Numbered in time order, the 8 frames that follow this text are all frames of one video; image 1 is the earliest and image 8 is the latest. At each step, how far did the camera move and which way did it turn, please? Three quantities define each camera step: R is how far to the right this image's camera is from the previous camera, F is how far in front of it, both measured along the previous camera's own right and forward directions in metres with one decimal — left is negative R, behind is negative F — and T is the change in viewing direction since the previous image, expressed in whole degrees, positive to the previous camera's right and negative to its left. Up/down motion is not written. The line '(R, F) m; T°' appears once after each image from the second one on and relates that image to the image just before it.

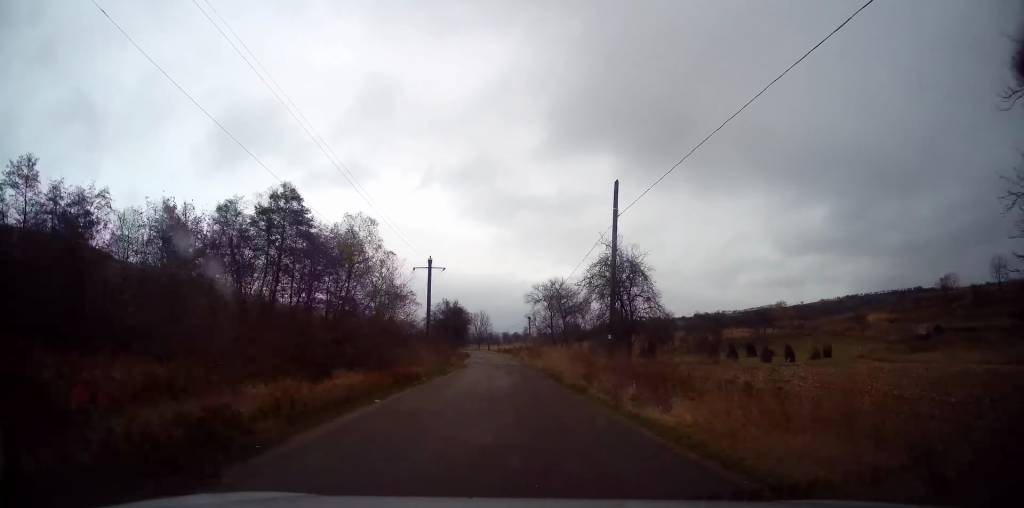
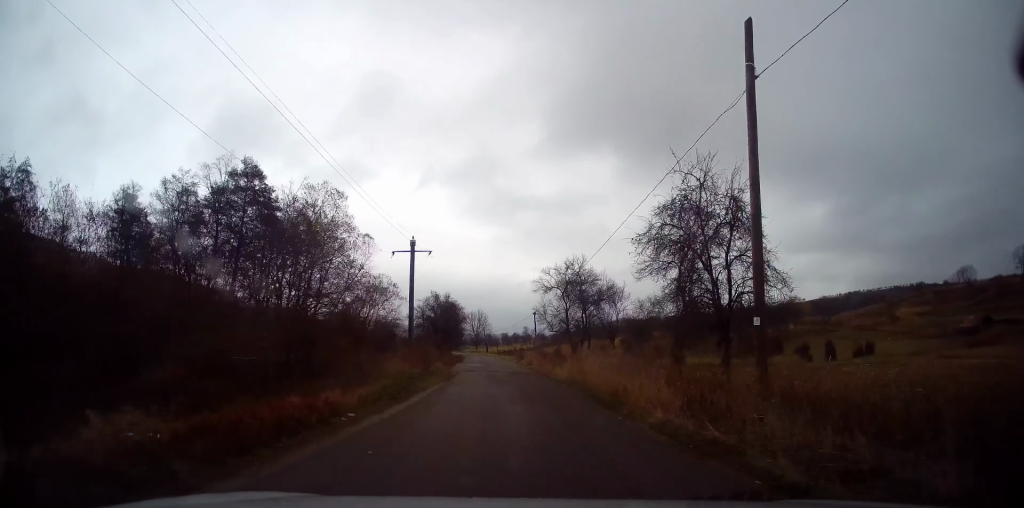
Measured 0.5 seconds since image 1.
(0.0, +10.0) m; 0°
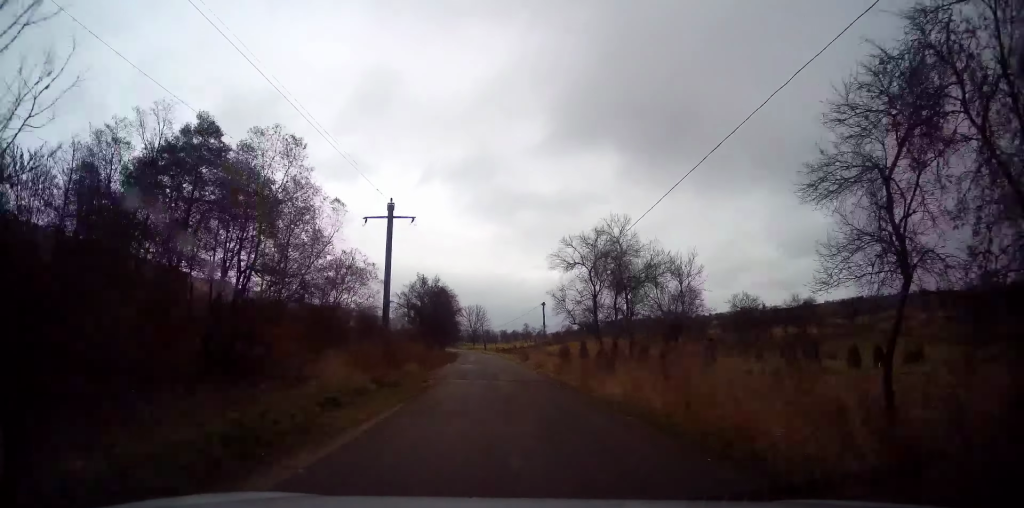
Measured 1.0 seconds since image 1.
(+0.1, +9.5) m; 0°
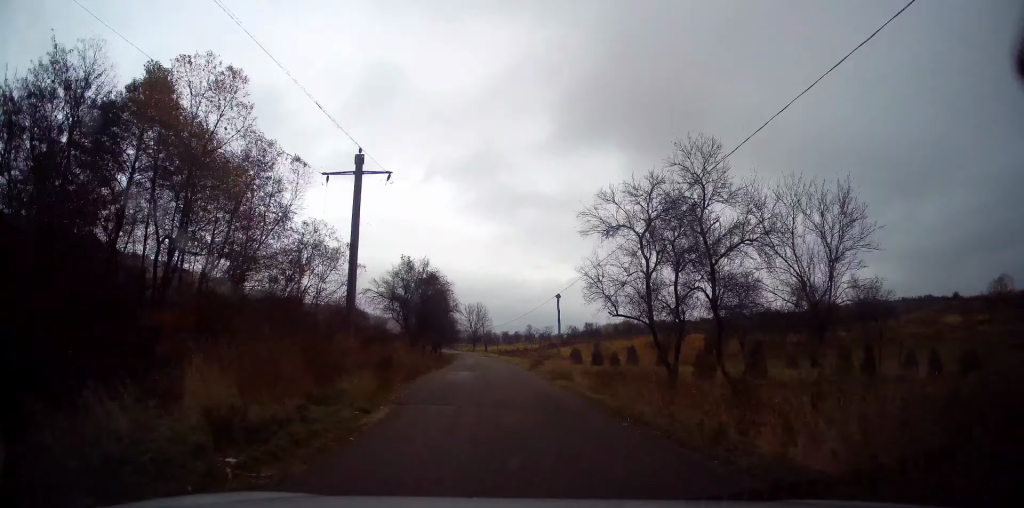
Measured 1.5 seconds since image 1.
(0.0, +8.2) m; 0°
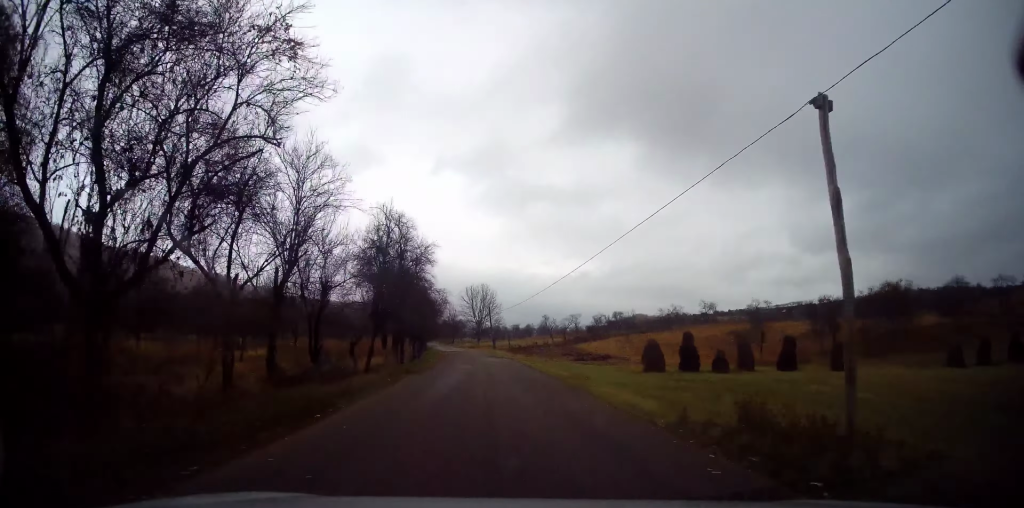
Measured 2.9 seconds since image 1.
(0.0, +28.0) m; -1°
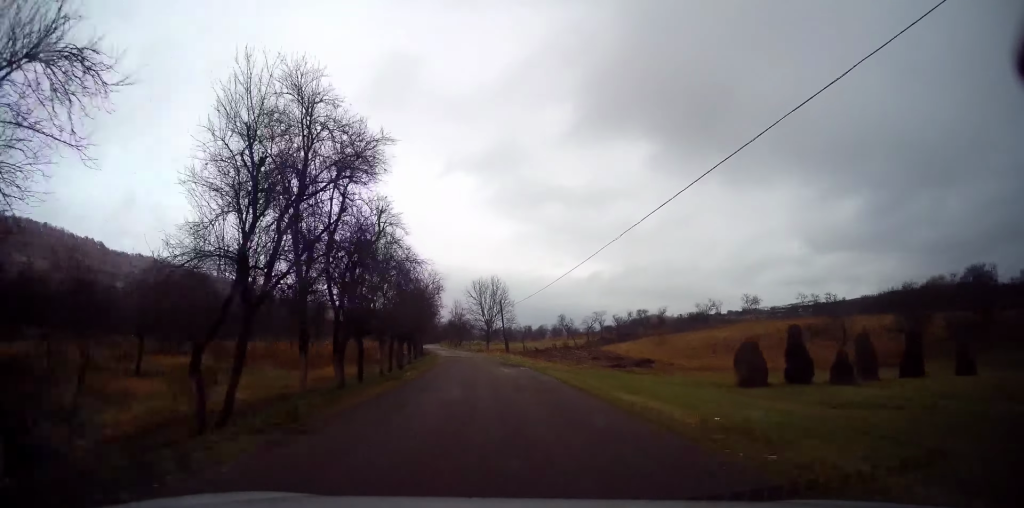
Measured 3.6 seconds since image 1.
(-0.1, +12.6) m; -1°
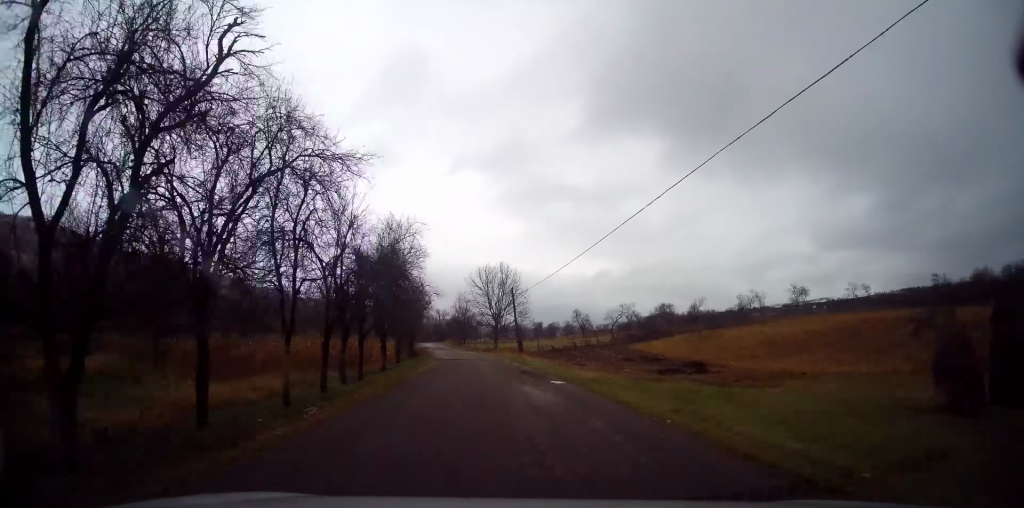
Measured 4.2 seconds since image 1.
(-0.3, +11.9) m; -1°
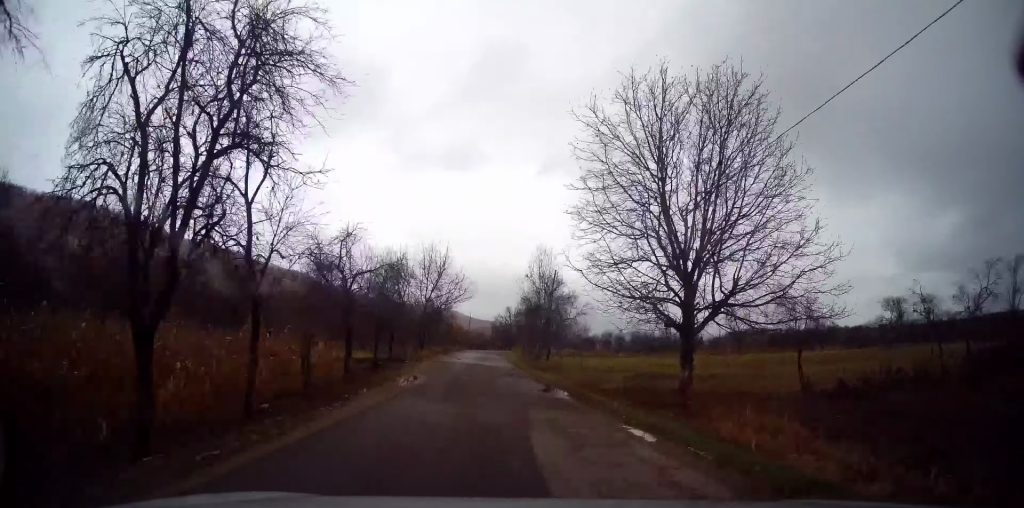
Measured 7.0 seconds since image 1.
(-1.9, +50.2) m; -6°
